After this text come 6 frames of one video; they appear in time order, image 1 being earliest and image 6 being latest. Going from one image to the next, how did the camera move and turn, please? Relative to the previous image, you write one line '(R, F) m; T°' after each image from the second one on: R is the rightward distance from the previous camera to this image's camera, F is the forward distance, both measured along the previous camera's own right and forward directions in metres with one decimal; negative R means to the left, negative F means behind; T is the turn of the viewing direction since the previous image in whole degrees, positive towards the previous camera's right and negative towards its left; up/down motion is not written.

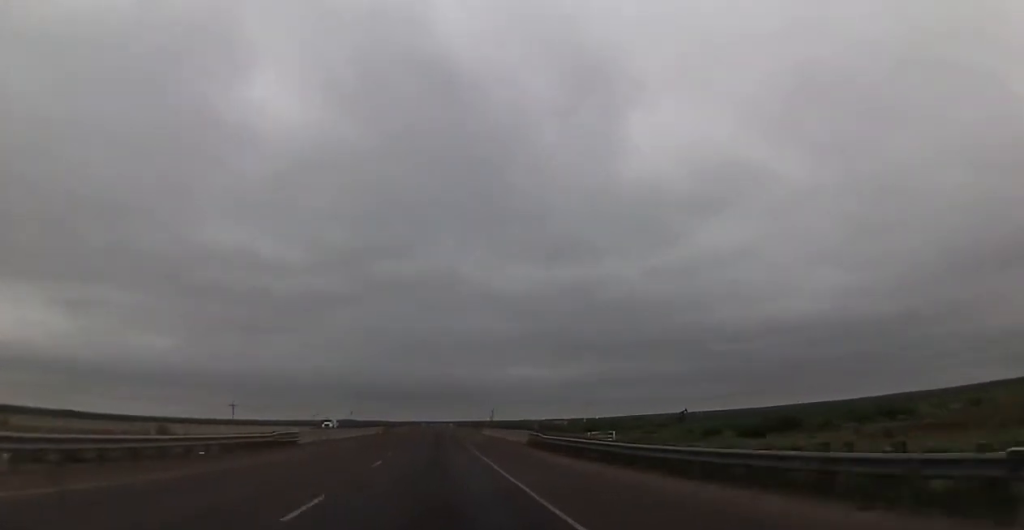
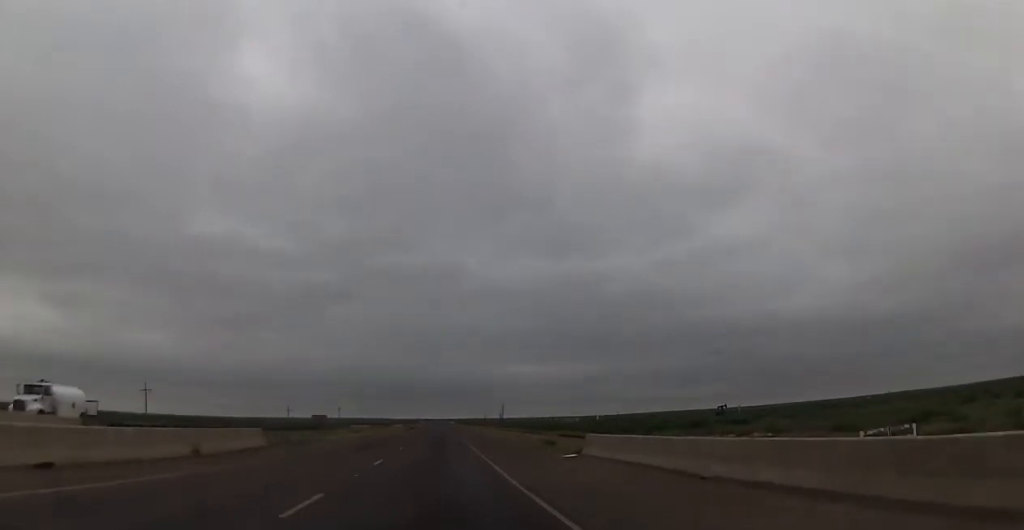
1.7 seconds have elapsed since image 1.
(-0.4, +61.1) m; 0°
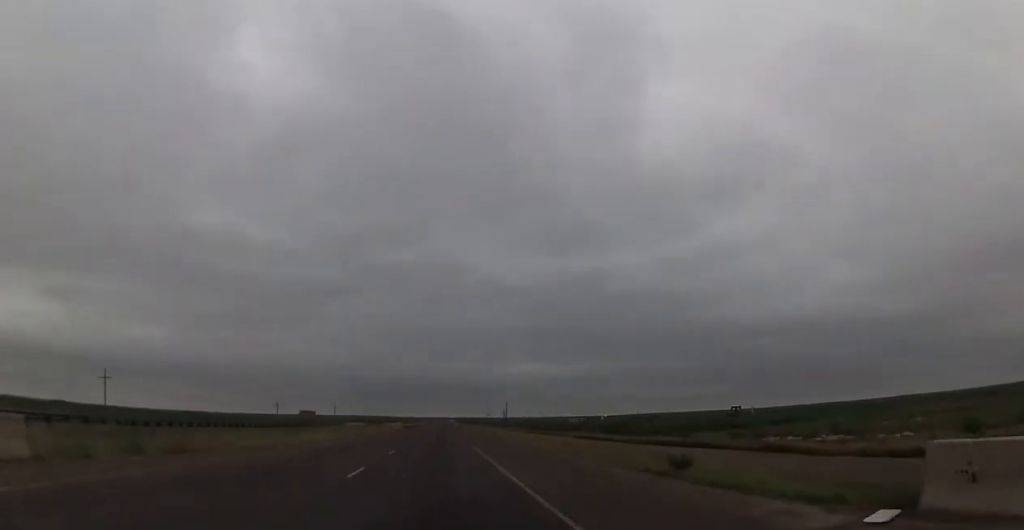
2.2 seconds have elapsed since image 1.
(+0.2, +18.3) m; 0°
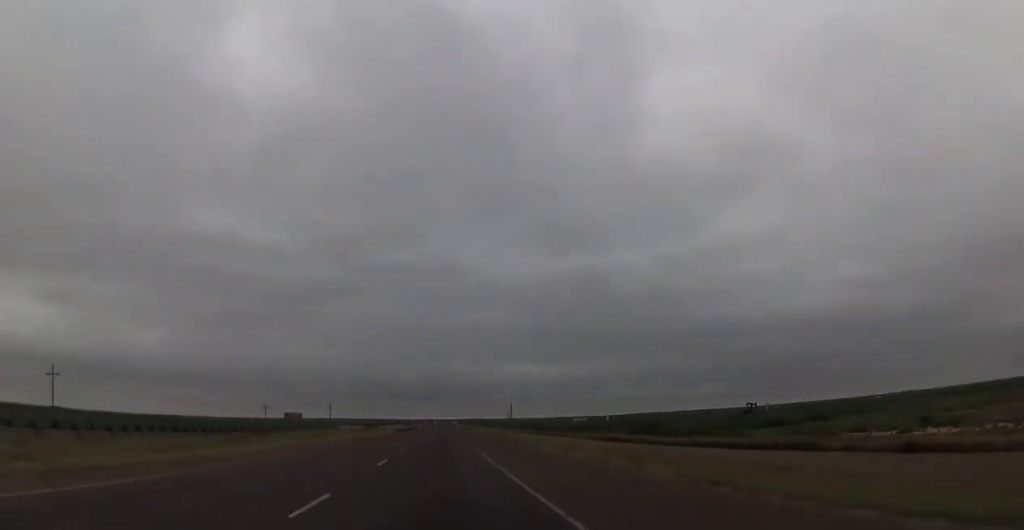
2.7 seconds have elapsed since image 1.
(+0.1, +18.3) m; 0°
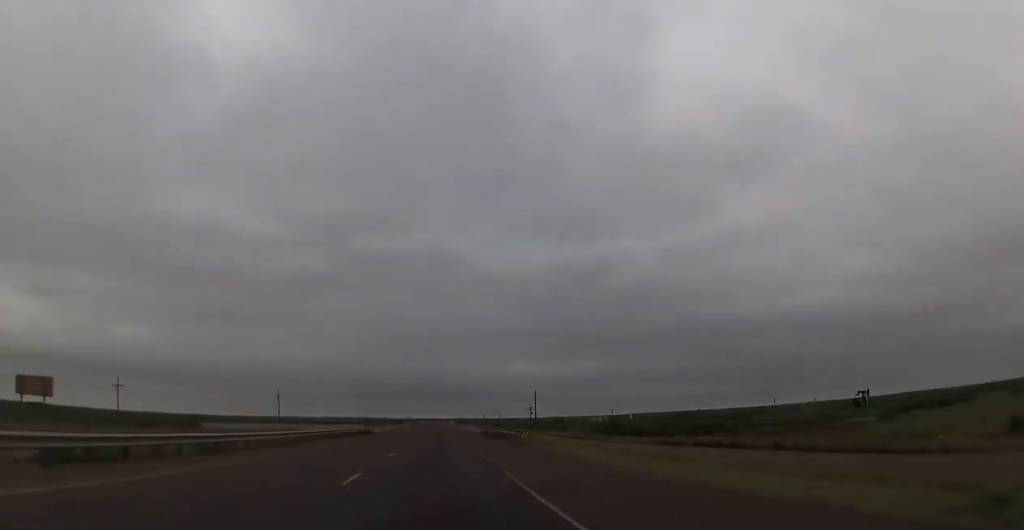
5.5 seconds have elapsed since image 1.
(-0.7, +105.0) m; 0°
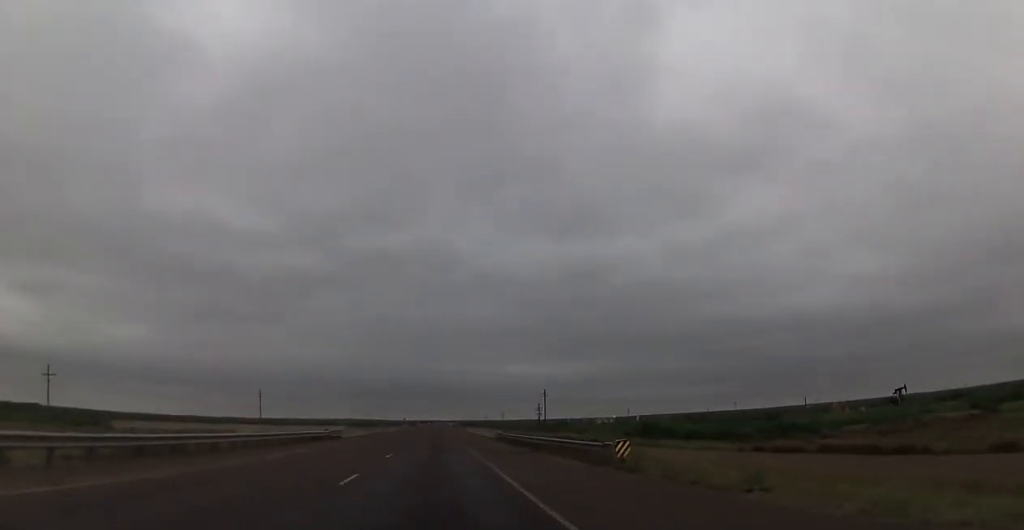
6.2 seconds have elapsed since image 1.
(+0.2, +24.5) m; +1°
